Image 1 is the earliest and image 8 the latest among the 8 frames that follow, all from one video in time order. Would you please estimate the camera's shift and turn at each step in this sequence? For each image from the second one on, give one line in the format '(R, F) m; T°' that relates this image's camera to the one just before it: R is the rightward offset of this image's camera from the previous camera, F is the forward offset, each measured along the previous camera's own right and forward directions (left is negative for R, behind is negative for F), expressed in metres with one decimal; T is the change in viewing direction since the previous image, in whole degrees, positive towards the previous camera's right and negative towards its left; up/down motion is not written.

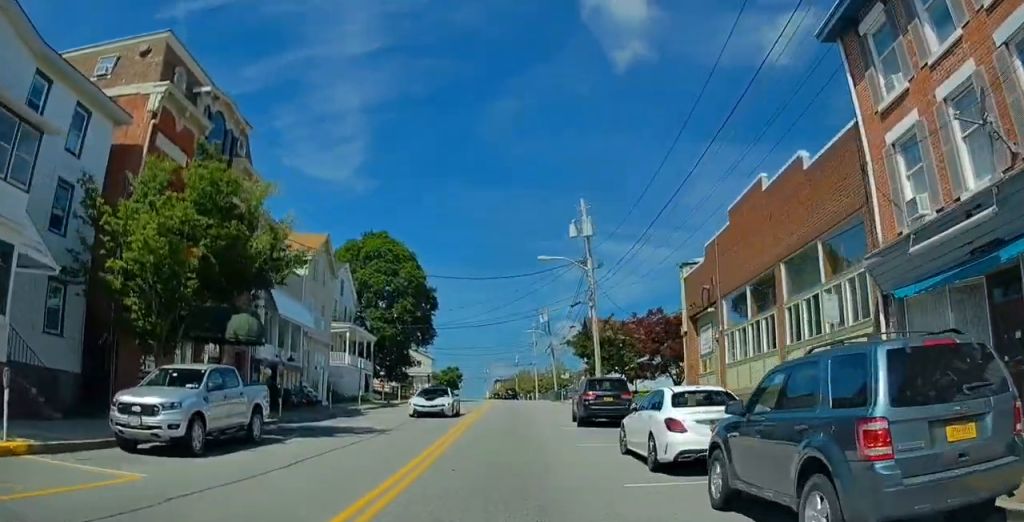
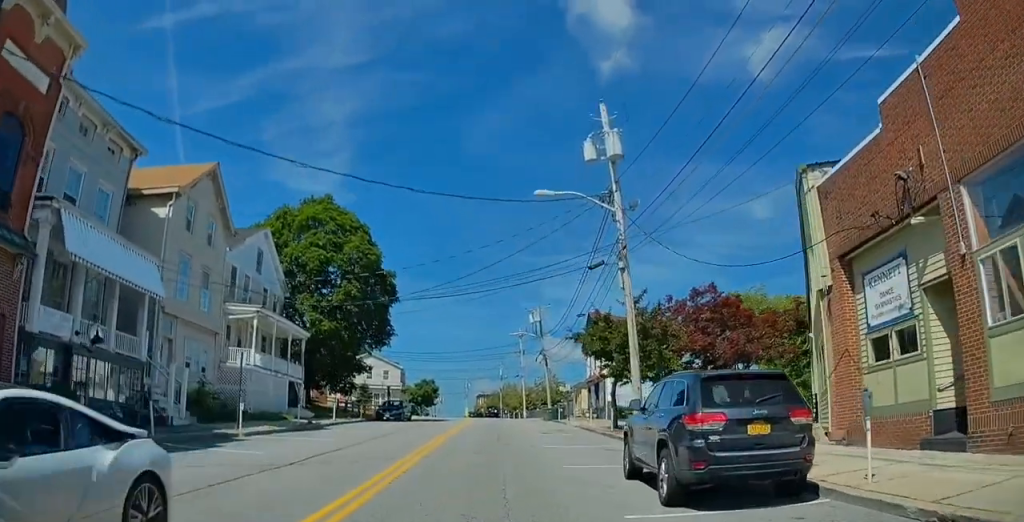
(+0.2, +14.9) m; -1°
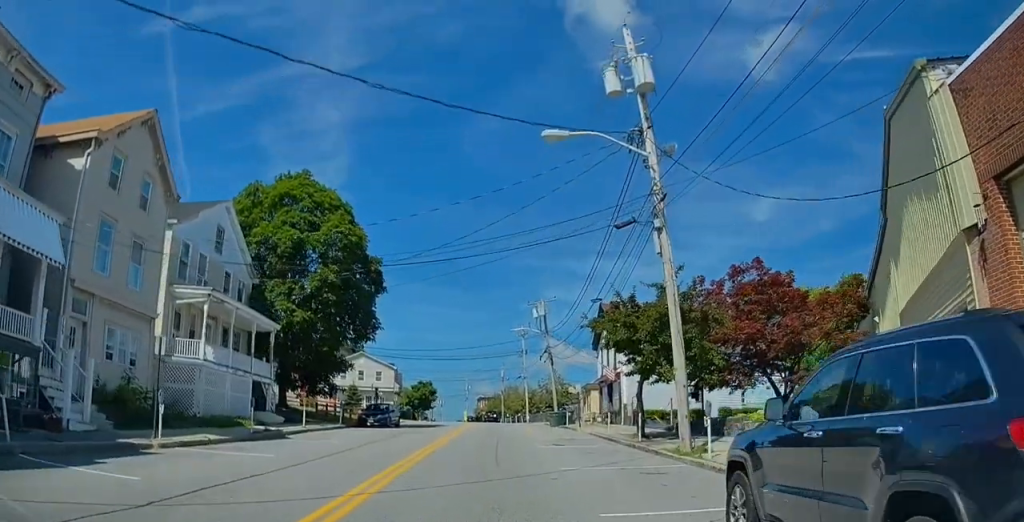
(-0.3, +5.8) m; 0°
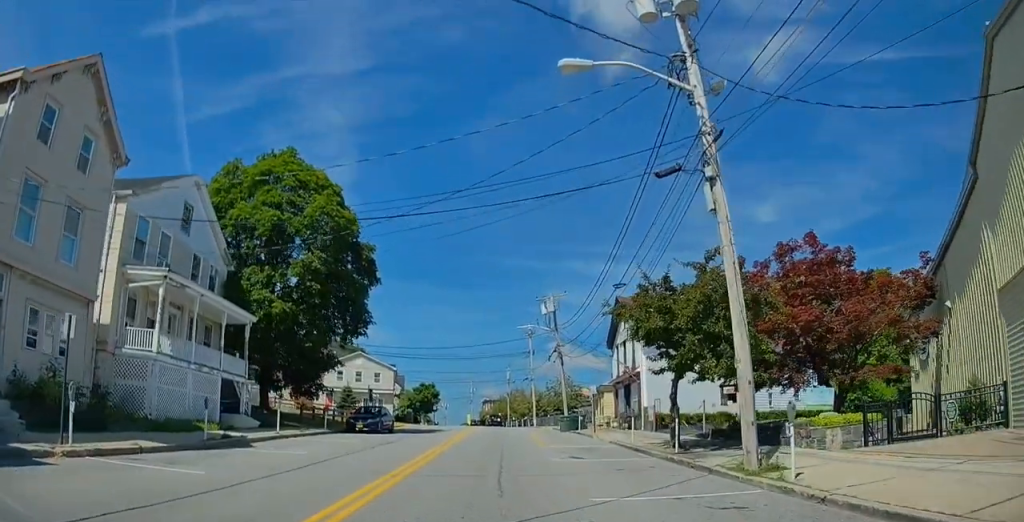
(-0.1, +4.3) m; 0°
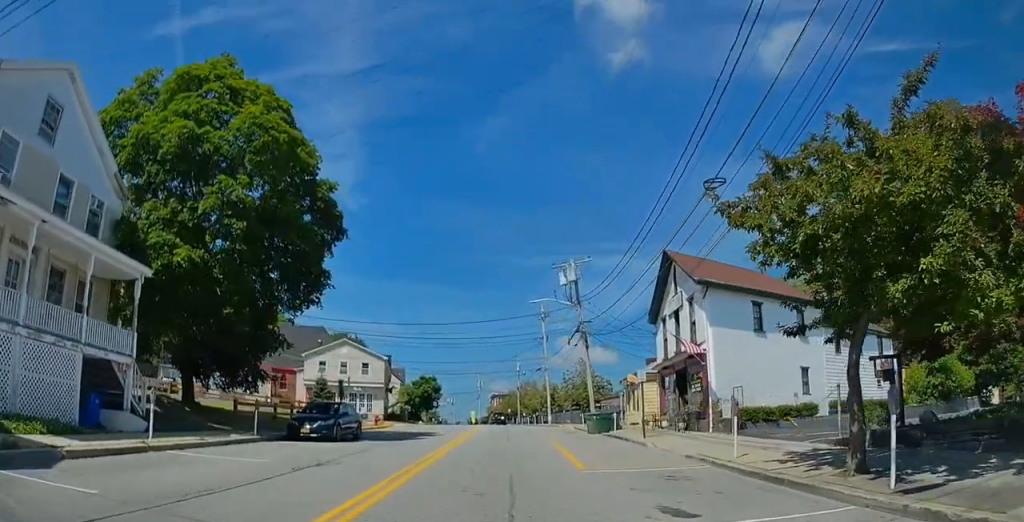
(+0.2, +10.6) m; -1°
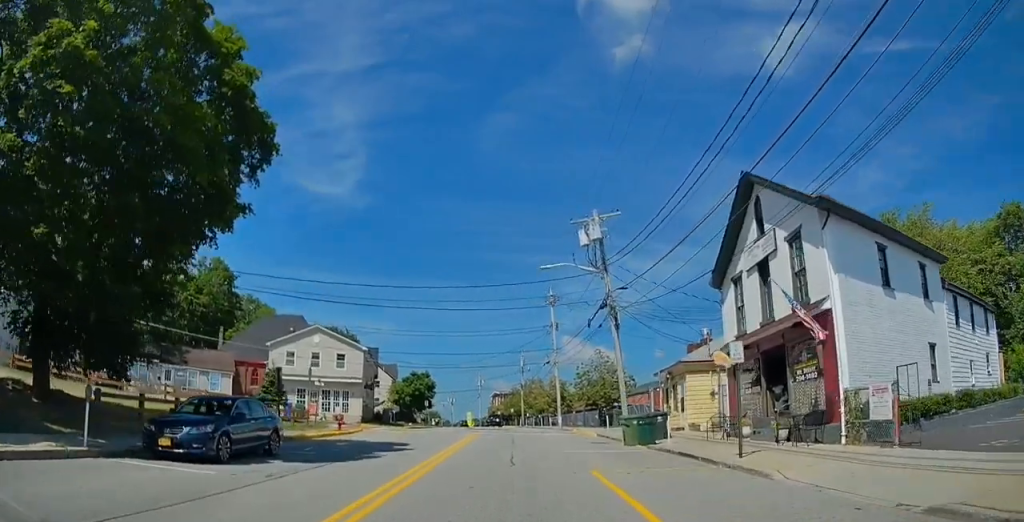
(-0.3, +9.9) m; 0°
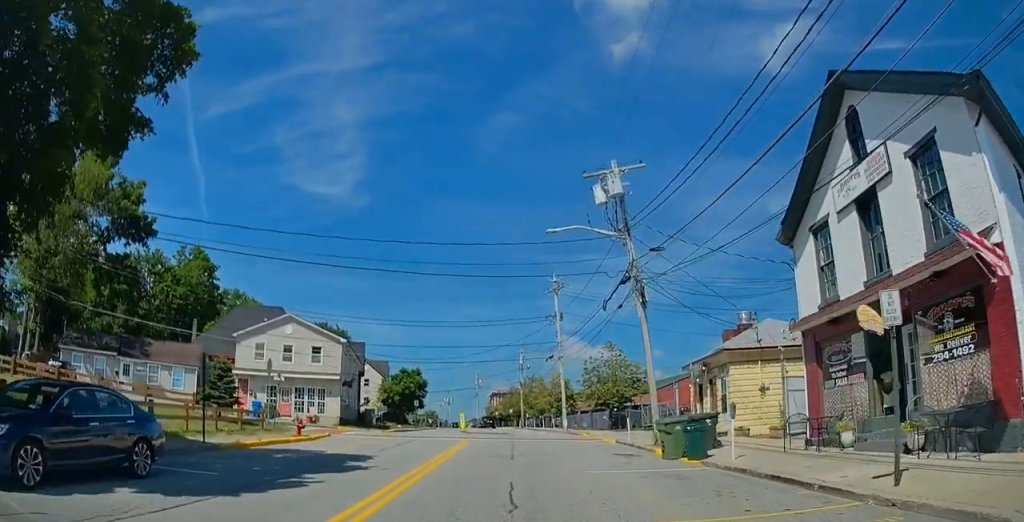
(+0.3, +6.4) m; 0°
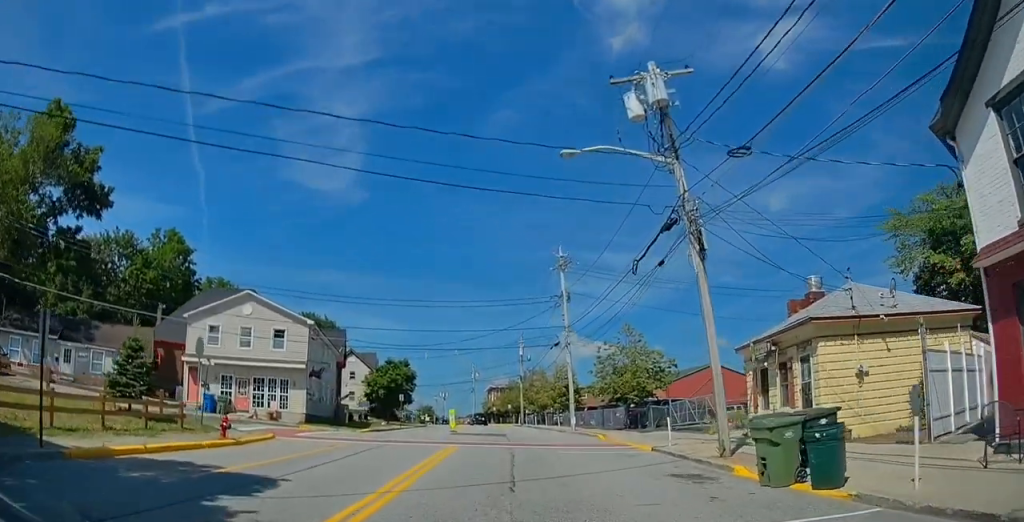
(-0.2, +7.3) m; 0°
